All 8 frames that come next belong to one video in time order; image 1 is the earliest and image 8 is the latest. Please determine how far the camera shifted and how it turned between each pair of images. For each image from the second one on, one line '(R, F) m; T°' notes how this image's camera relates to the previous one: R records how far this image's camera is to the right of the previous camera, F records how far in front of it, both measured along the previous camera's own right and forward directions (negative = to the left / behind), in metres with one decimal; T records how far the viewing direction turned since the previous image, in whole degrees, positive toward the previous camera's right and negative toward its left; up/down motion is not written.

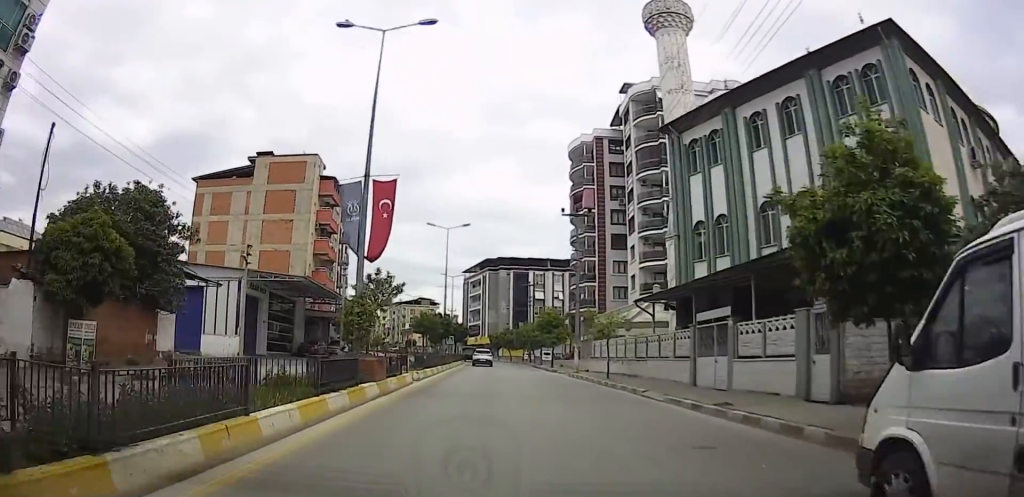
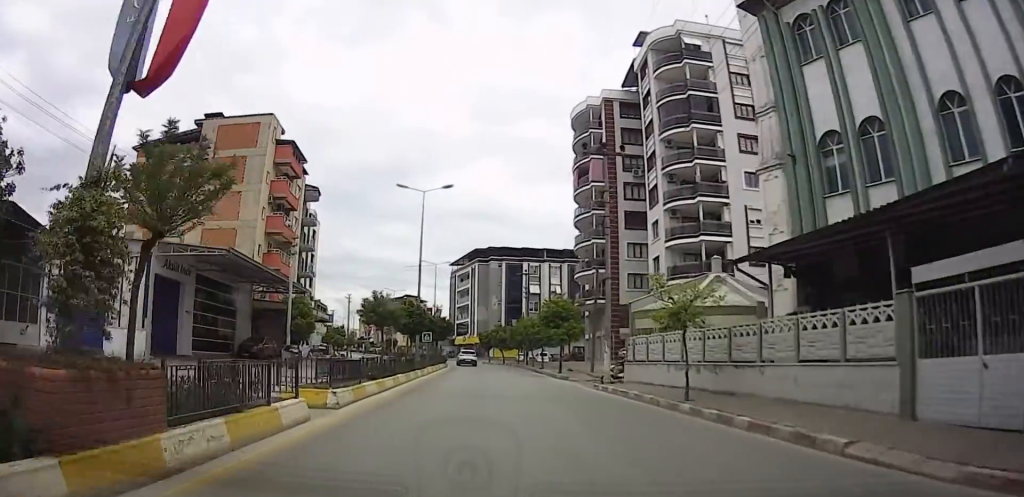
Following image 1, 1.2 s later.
(0.0, +11.5) m; 0°
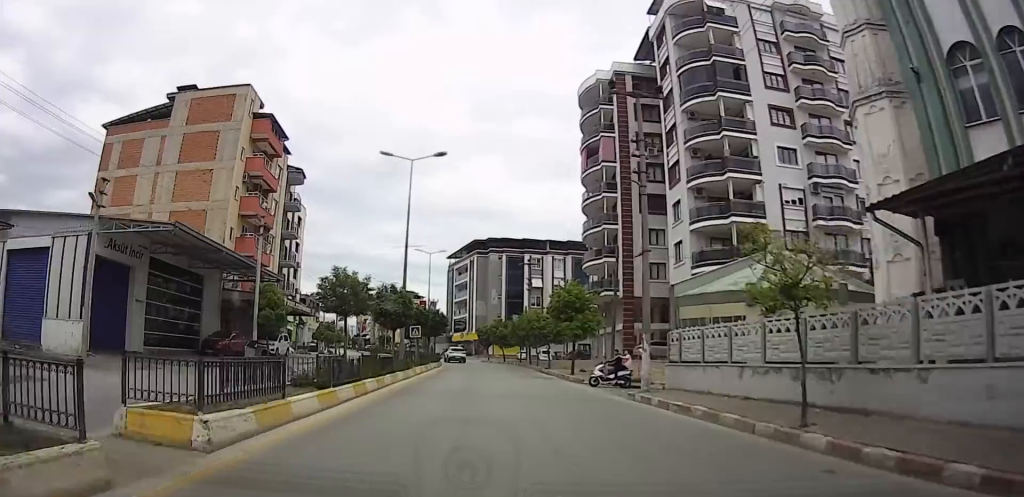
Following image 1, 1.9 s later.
(0.0, +5.7) m; 0°
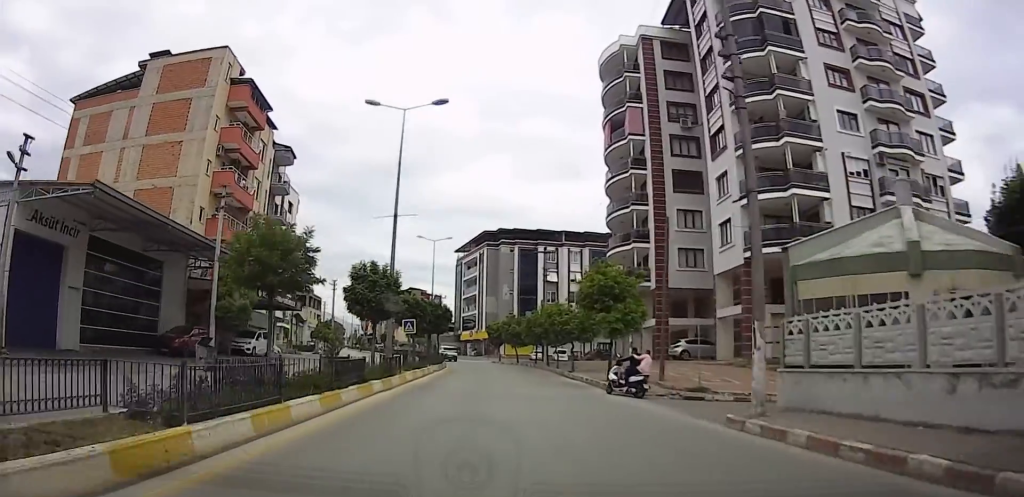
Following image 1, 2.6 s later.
(0.0, +6.8) m; 0°
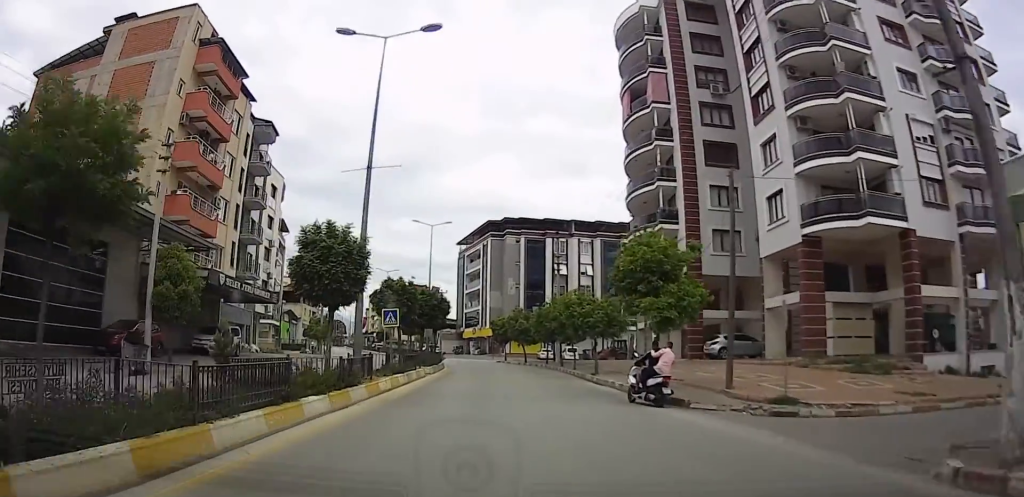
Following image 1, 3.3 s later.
(0.0, +6.2) m; 0°
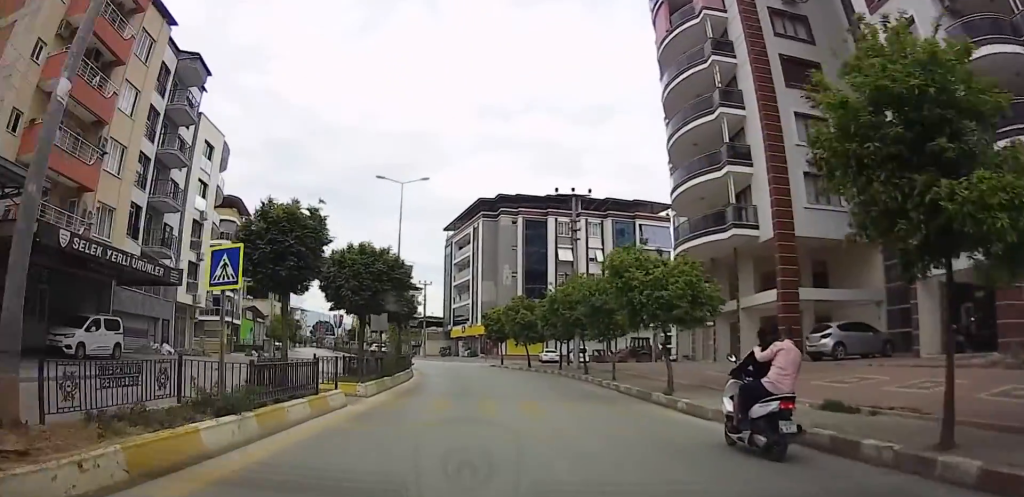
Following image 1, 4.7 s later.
(0.0, +11.8) m; 0°
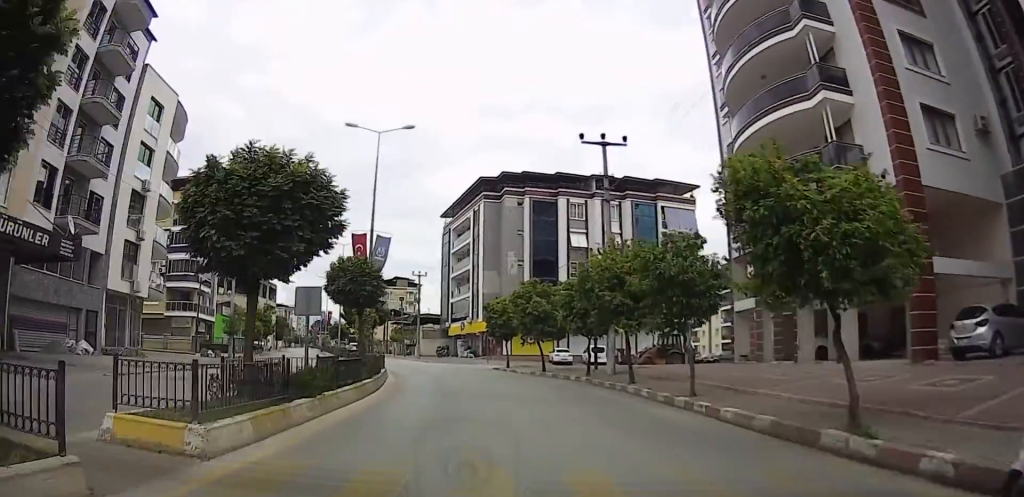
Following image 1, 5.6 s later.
(0.0, +7.8) m; 0°
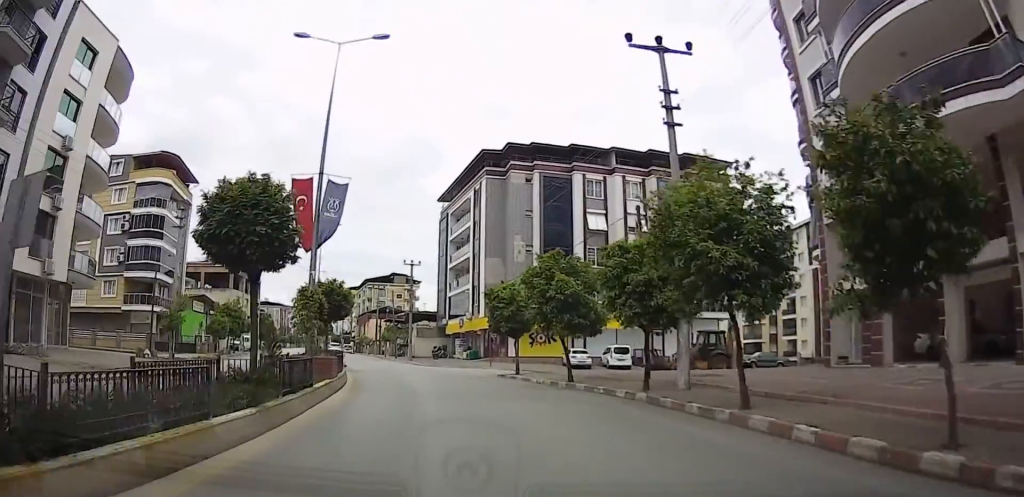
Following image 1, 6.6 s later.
(0.0, +8.4) m; 0°
